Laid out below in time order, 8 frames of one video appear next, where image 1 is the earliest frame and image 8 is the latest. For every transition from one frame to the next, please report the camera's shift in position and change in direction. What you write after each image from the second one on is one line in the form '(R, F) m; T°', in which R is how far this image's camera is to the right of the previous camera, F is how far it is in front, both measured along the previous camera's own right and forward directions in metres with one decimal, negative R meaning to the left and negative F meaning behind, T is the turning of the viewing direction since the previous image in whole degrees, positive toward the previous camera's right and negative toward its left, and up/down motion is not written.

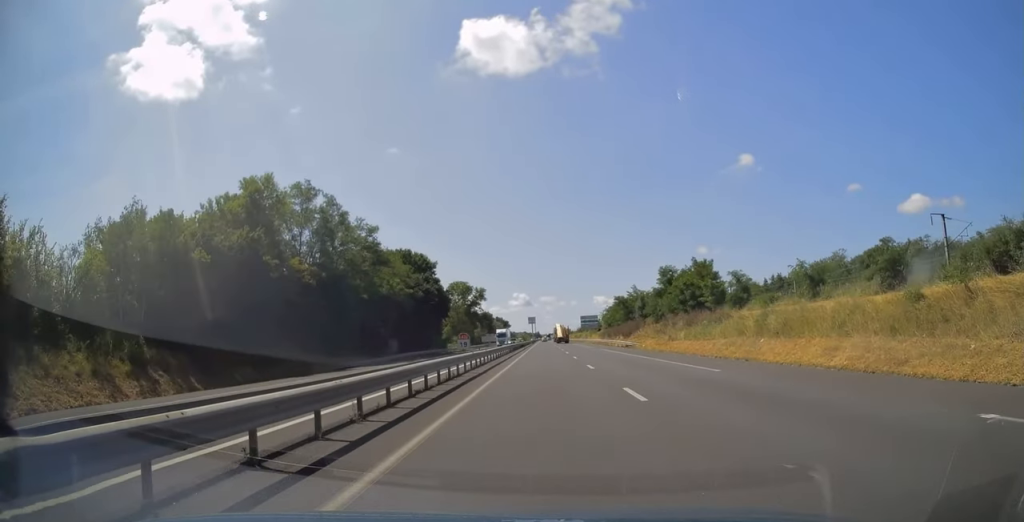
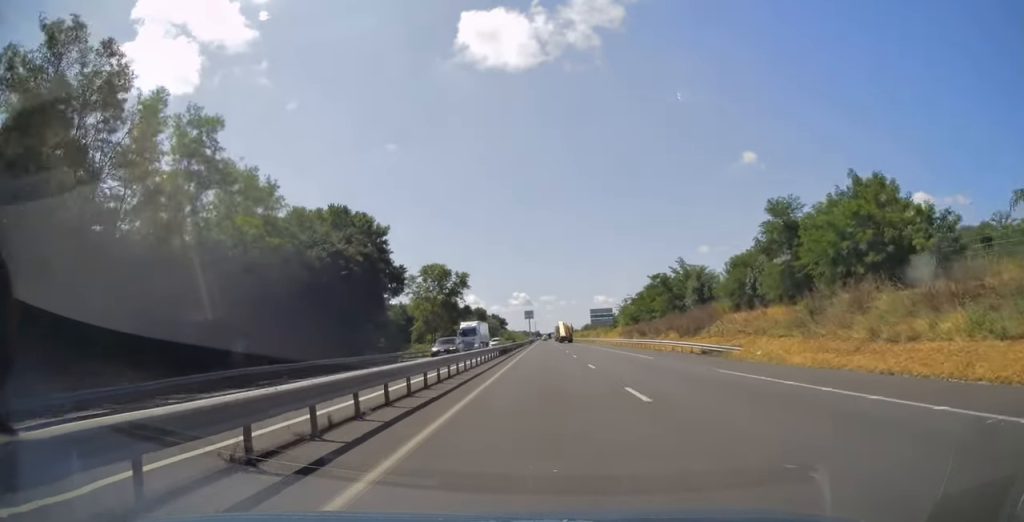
(0.0, +38.2) m; 0°
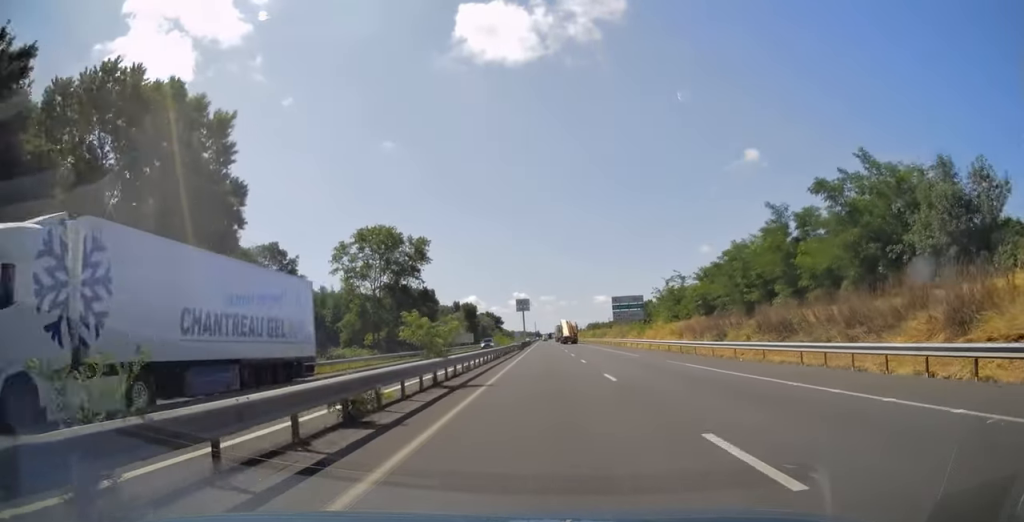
(-0.1, +44.8) m; 0°
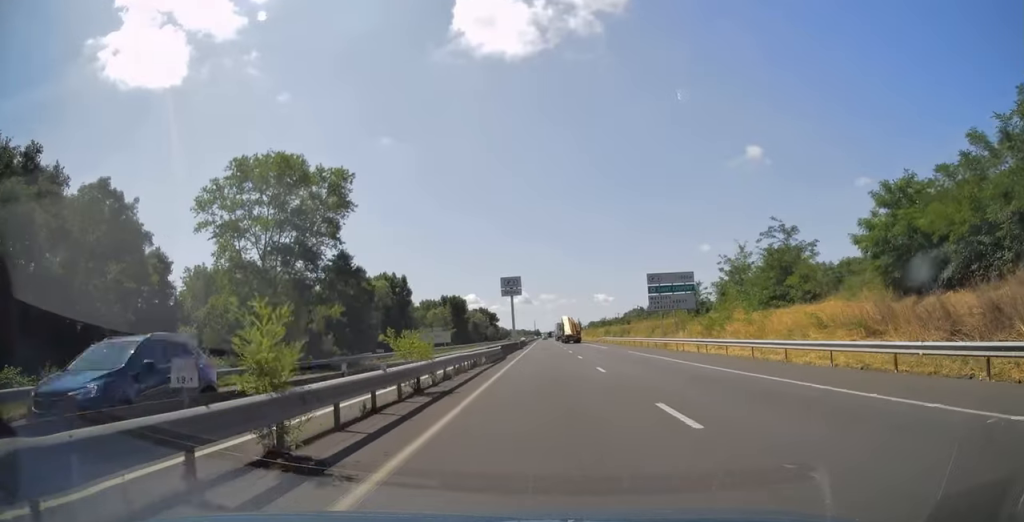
(0.0, +34.6) m; 0°
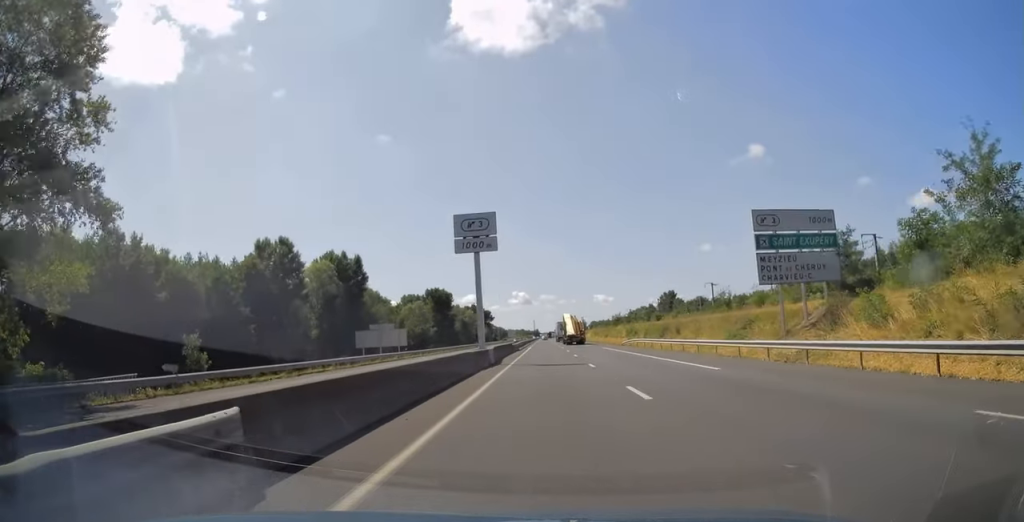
(0.0, +34.0) m; 0°
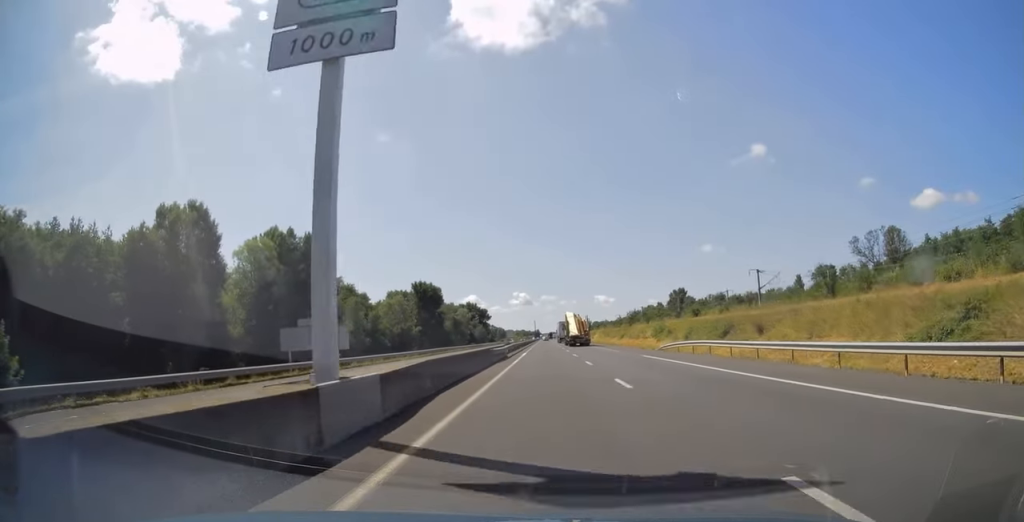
(0.0, +22.5) m; 0°
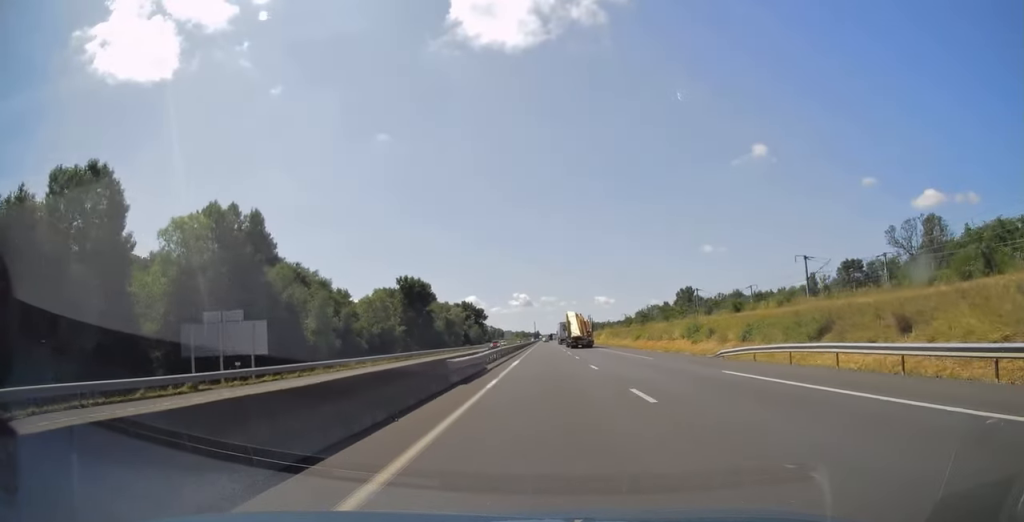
(0.0, +15.7) m; 0°
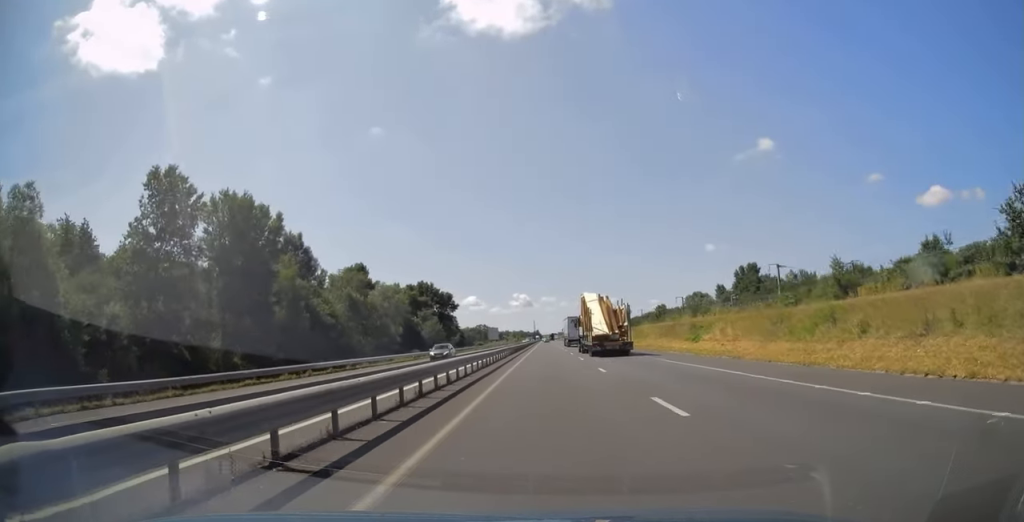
(-0.1, +90.4) m; 0°
